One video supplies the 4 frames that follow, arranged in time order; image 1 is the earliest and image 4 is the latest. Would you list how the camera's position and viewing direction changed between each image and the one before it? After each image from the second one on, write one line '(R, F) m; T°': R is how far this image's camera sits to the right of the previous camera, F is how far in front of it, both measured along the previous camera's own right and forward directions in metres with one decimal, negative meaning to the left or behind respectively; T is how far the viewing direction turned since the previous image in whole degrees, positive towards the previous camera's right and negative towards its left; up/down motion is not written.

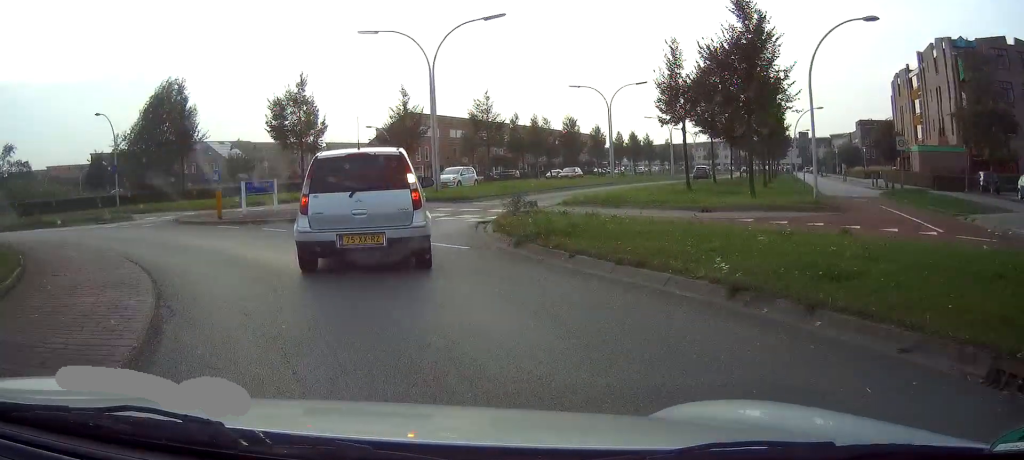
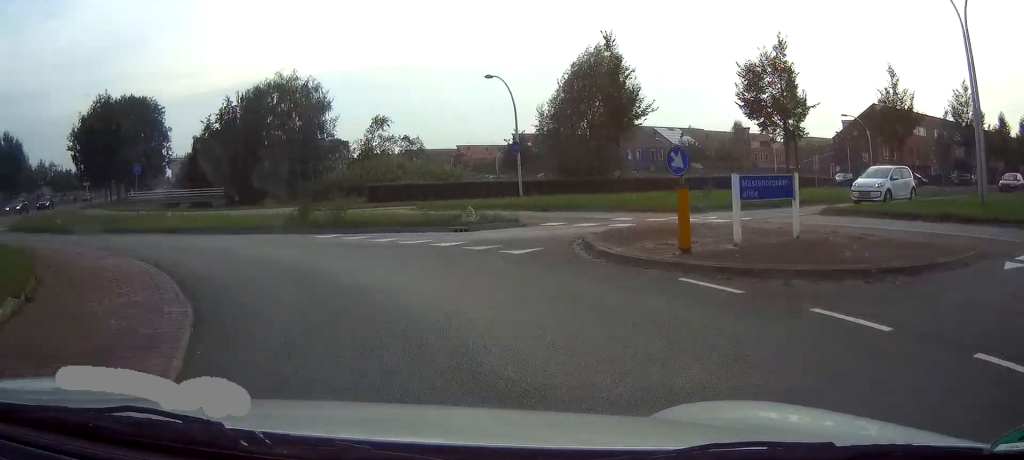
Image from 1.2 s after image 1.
(-1.6, +9.6) m; -35°
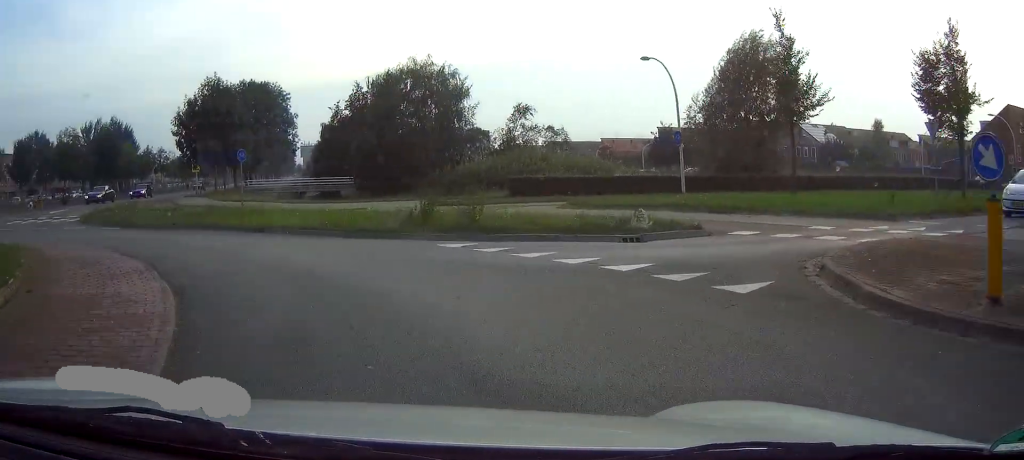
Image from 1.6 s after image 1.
(-1.2, +3.1) m; -16°
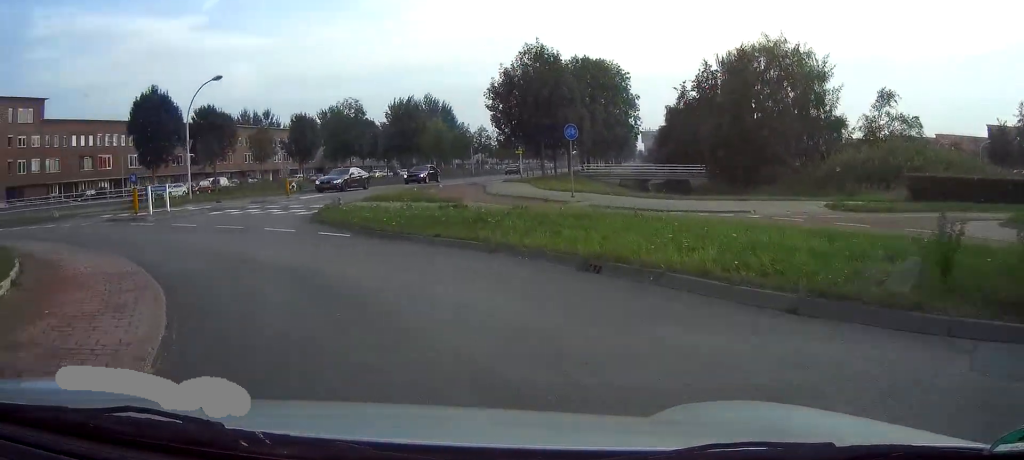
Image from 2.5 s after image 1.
(-2.3, +7.0) m; -32°
